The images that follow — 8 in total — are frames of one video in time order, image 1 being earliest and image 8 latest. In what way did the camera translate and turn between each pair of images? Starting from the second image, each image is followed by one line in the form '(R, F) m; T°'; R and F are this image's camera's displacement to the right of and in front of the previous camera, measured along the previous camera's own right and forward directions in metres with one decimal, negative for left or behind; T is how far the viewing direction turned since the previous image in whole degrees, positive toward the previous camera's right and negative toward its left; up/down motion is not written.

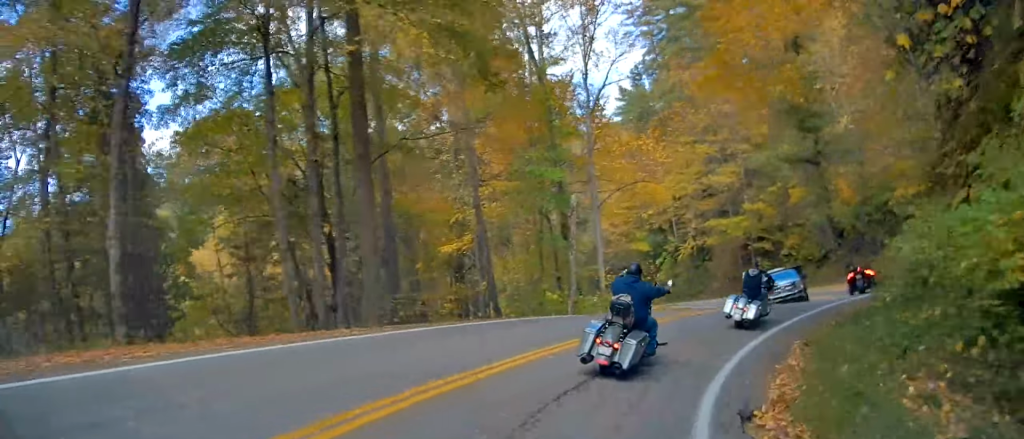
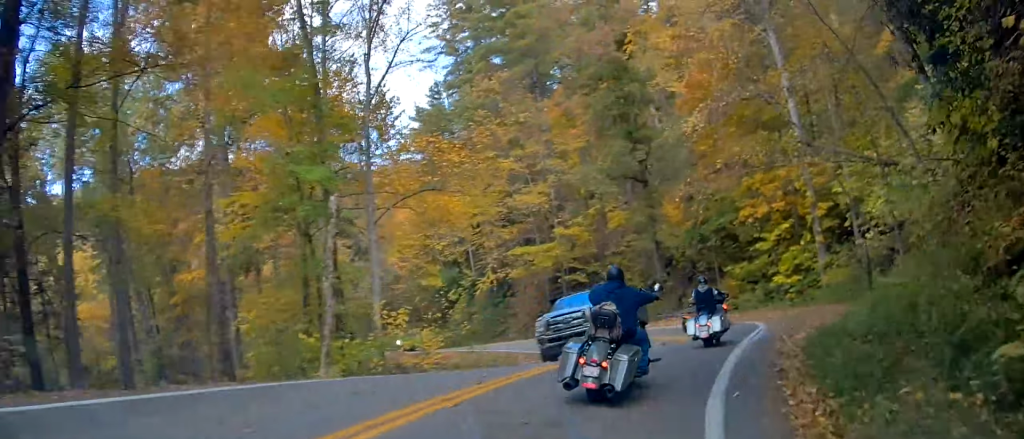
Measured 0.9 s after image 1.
(+2.2, +8.4) m; +20°
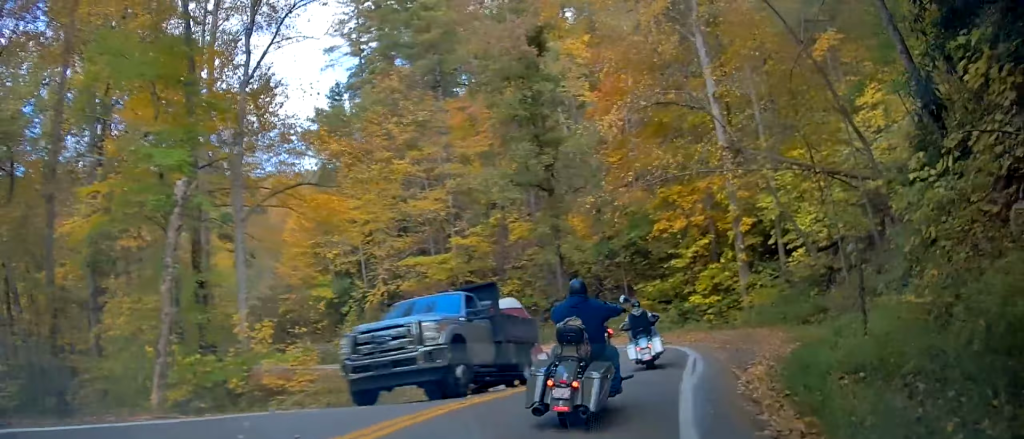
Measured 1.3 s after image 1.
(+0.3, +3.8) m; +6°
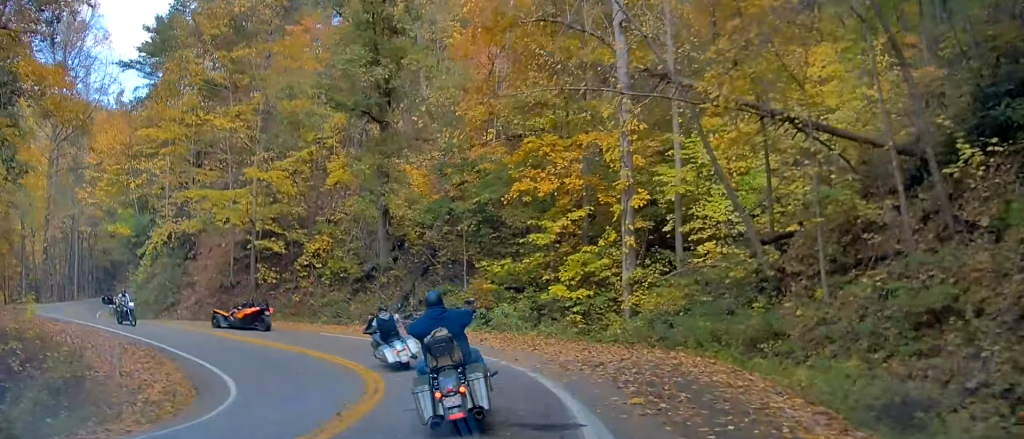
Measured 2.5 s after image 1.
(+1.5, +11.2) m; +8°
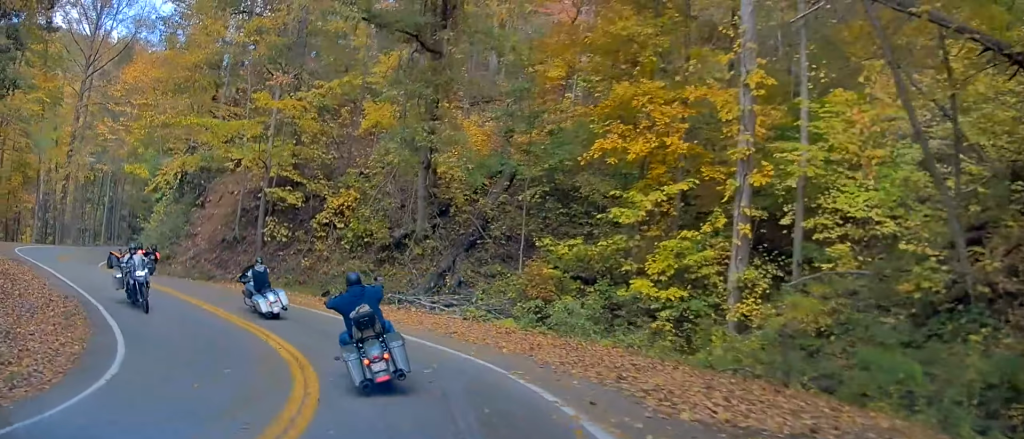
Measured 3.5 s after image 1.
(-0.1, +7.7) m; -5°
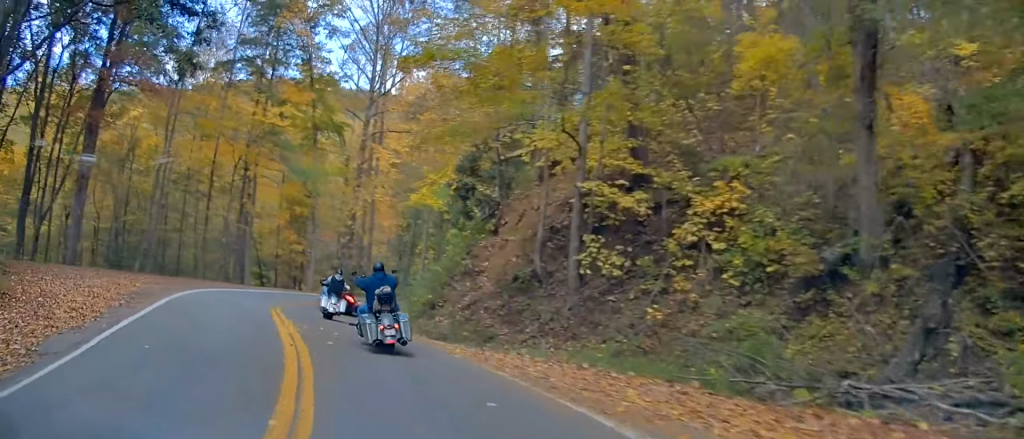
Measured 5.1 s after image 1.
(-2.3, +13.2) m; -29°
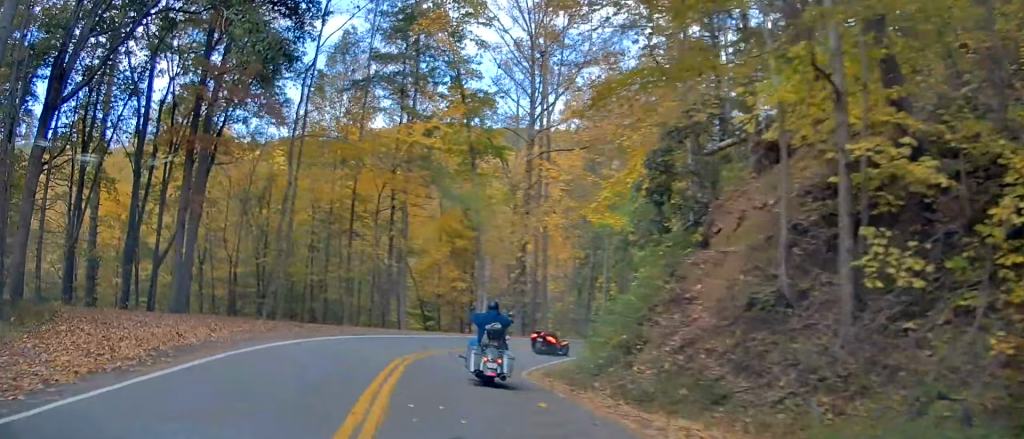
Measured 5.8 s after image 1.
(-1.3, +6.3) m; -9°
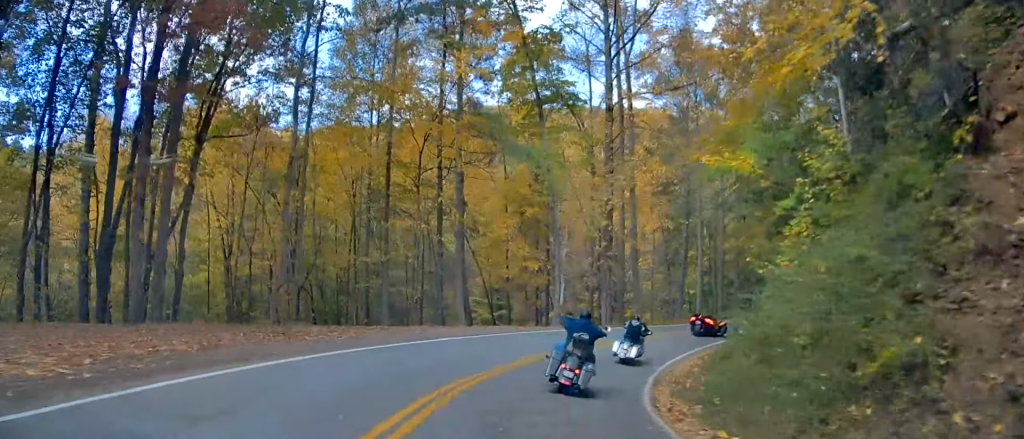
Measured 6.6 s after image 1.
(-0.7, +9.1) m; -5°
